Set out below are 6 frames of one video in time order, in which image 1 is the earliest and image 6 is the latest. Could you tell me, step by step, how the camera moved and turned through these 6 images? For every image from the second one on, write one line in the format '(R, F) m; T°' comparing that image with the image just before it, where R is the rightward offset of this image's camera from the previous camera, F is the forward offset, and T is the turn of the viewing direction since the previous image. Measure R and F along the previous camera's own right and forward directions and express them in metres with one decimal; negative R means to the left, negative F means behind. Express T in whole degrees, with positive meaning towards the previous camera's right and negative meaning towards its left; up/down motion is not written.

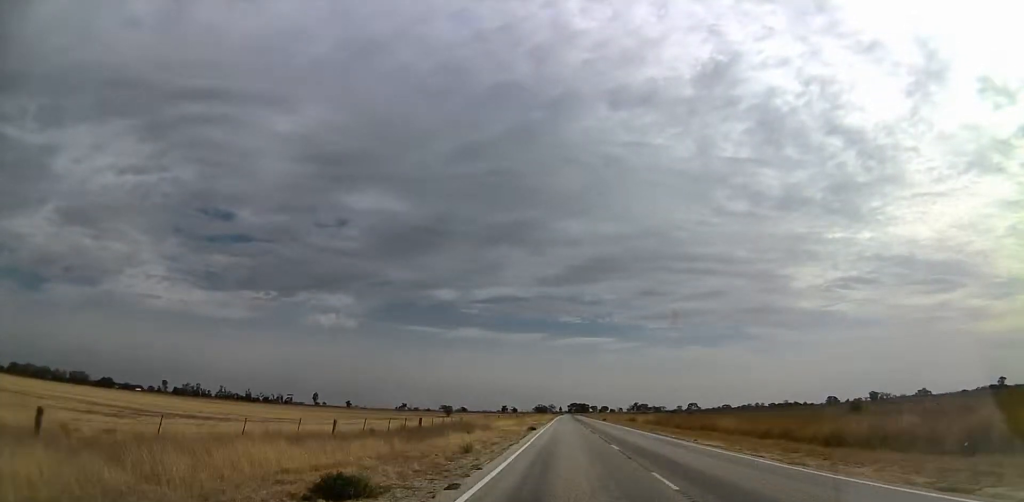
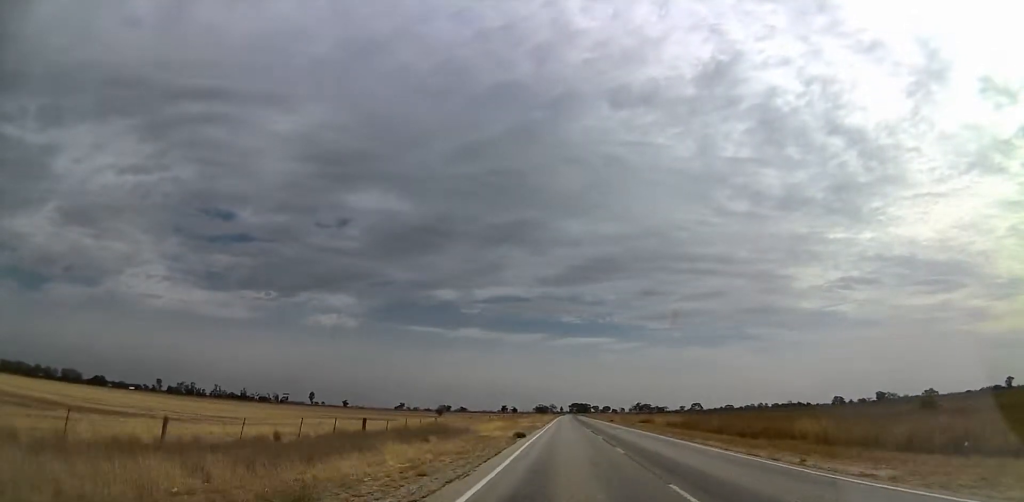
(0.0, +14.3) m; 0°
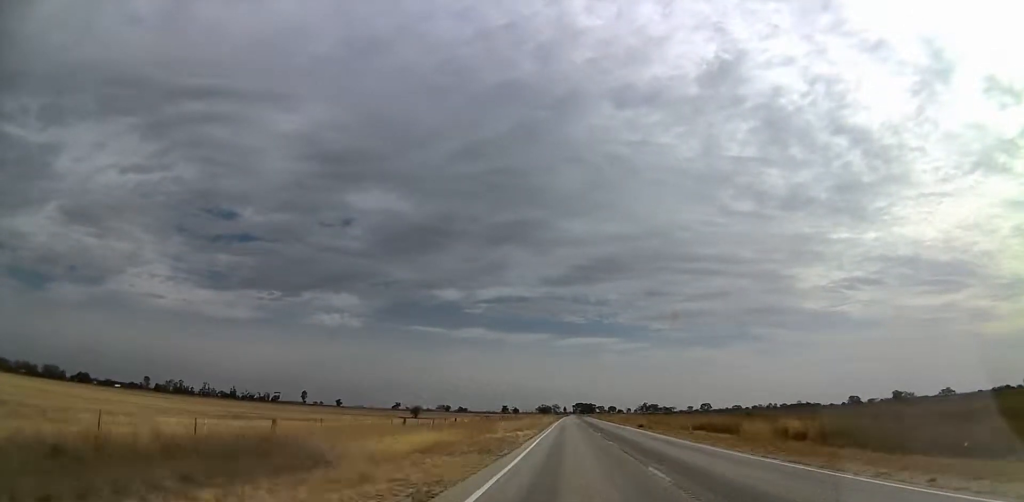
(0.0, +32.2) m; 0°
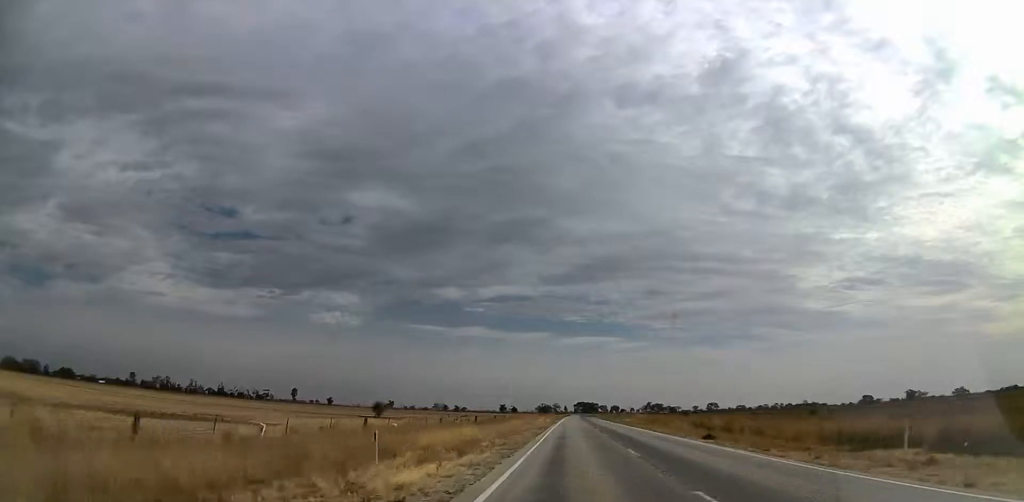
(0.0, +28.5) m; 0°
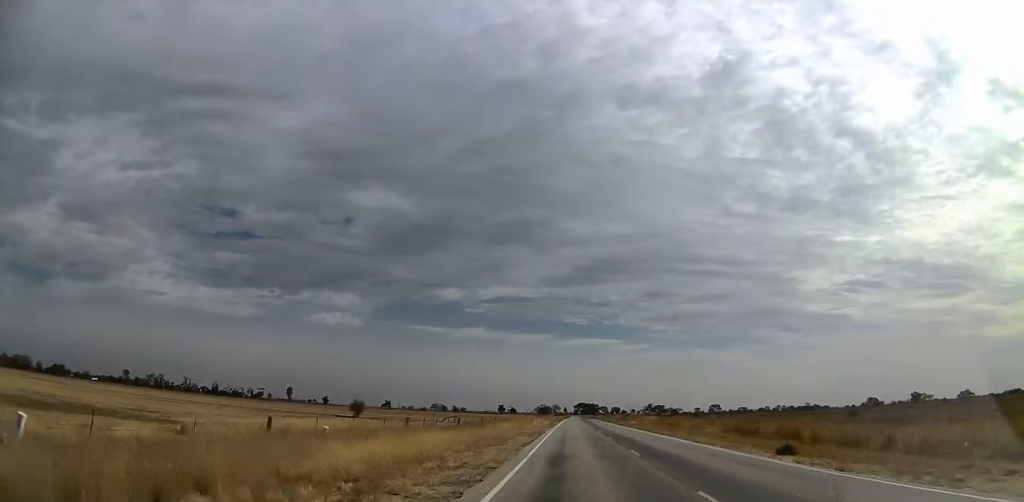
(0.0, +11.7) m; 0°
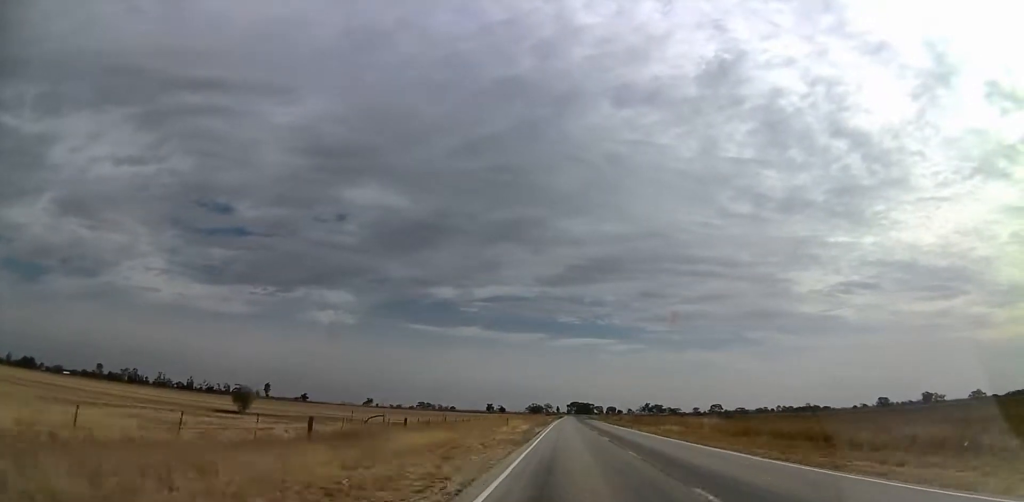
(0.0, +36.1) m; 0°
